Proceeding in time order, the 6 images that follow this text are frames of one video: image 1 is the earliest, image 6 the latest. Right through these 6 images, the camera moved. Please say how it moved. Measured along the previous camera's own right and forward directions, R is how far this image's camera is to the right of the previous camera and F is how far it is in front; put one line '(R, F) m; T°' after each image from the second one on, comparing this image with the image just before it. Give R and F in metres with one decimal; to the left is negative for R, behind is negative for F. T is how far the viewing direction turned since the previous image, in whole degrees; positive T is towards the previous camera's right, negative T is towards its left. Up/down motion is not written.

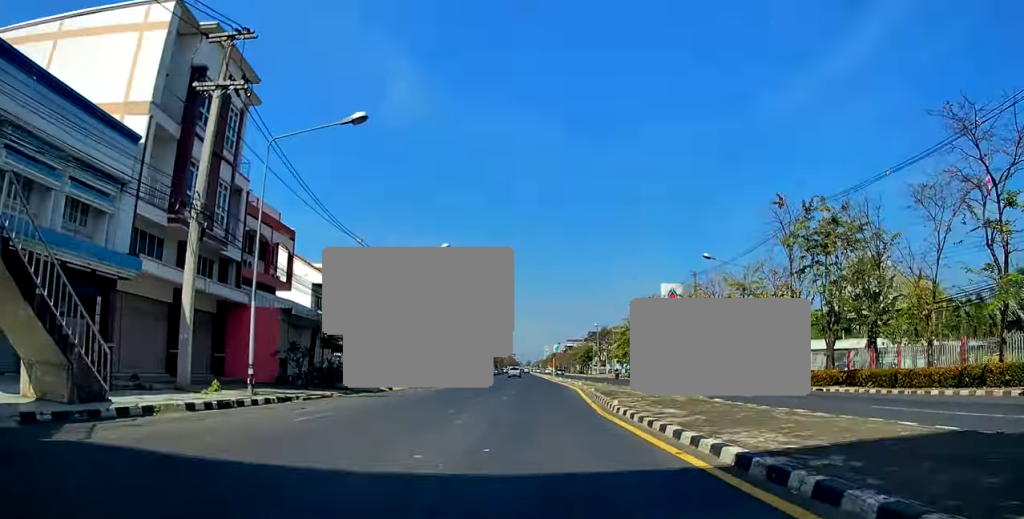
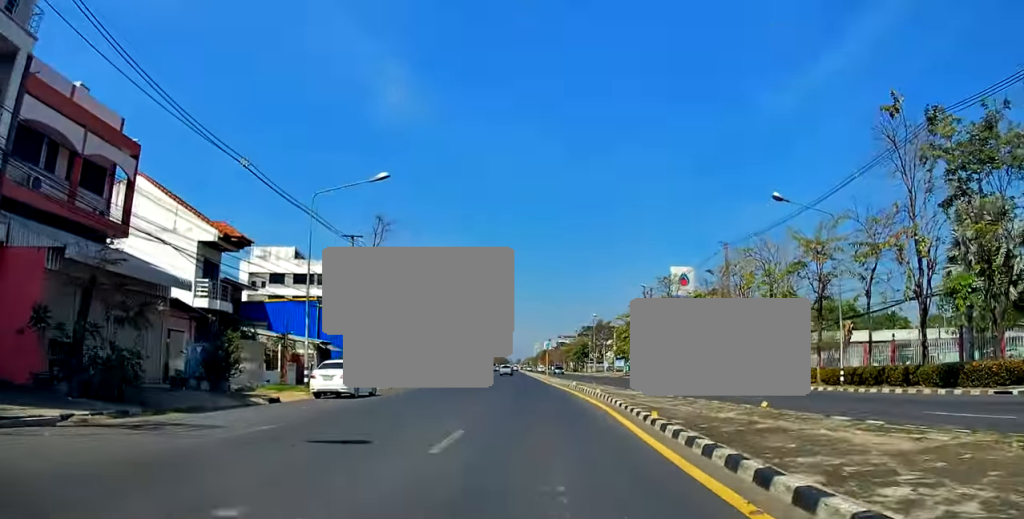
(0.0, +16.3) m; +1°
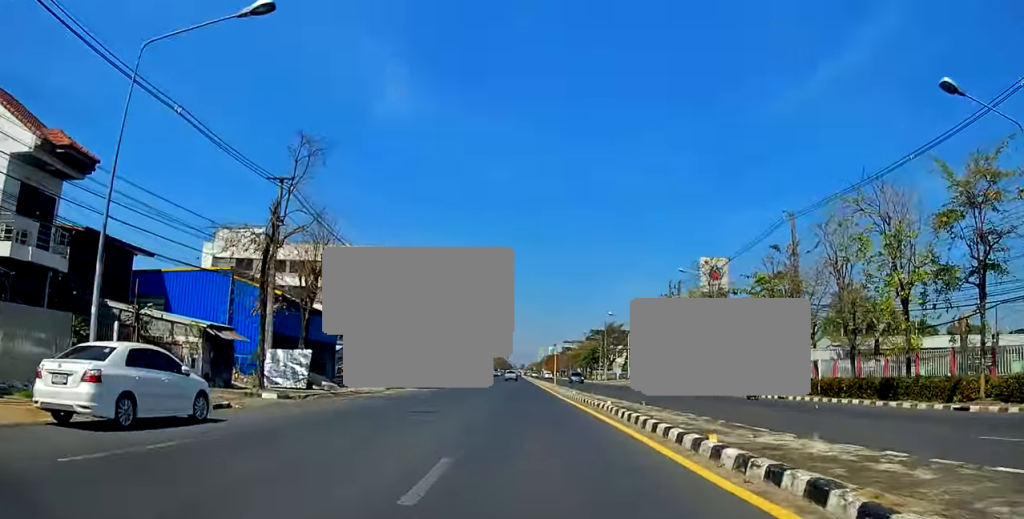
(+0.1, +14.4) m; 0°
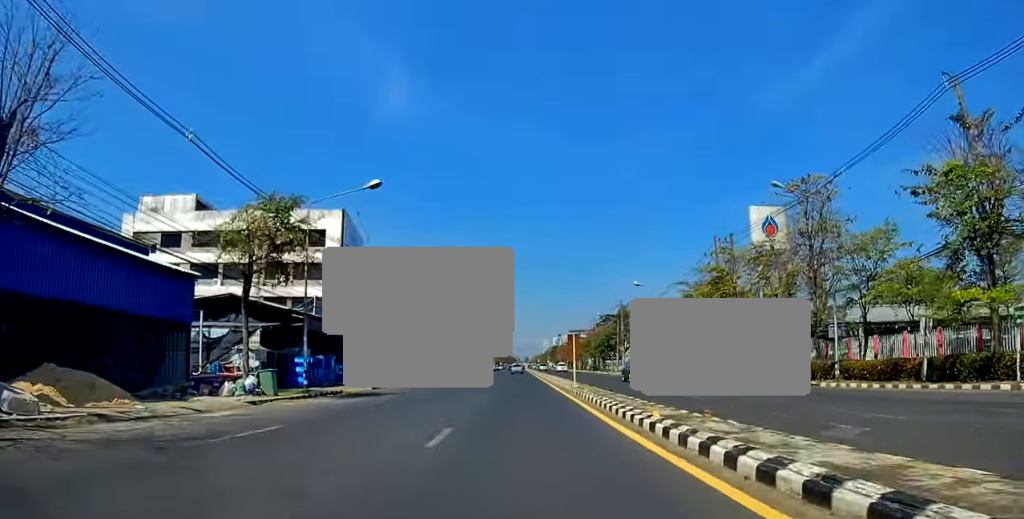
(0.0, +20.4) m; 0°
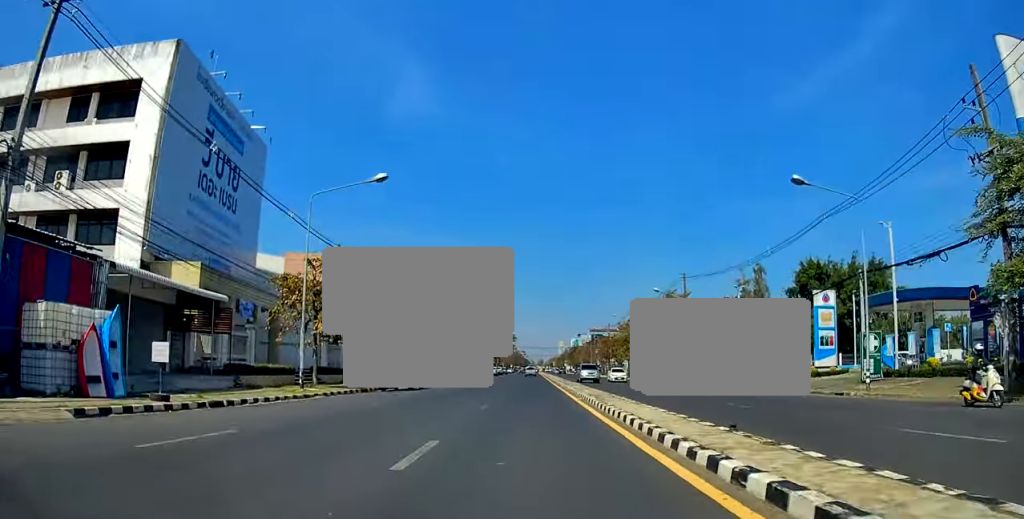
(-0.5, +37.9) m; +1°
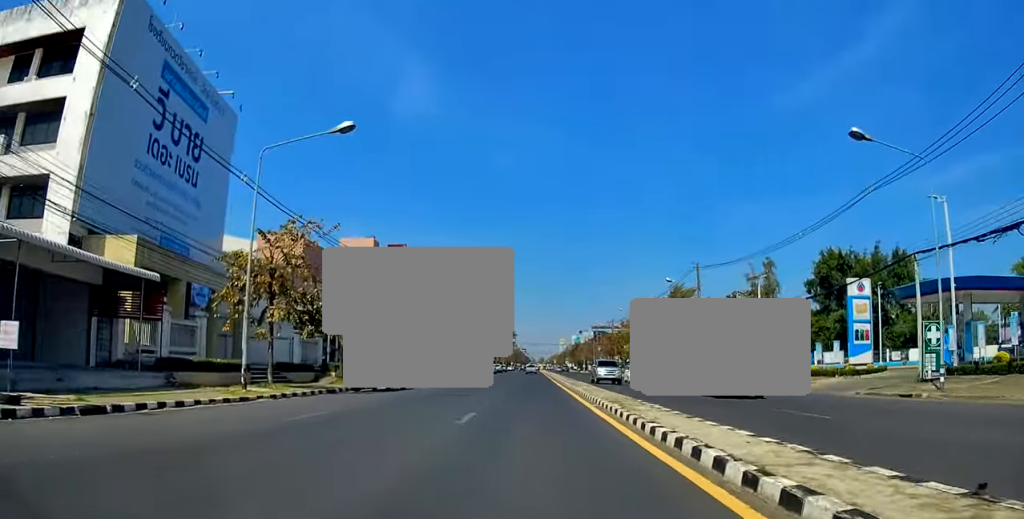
(0.0, +6.0) m; +1°
